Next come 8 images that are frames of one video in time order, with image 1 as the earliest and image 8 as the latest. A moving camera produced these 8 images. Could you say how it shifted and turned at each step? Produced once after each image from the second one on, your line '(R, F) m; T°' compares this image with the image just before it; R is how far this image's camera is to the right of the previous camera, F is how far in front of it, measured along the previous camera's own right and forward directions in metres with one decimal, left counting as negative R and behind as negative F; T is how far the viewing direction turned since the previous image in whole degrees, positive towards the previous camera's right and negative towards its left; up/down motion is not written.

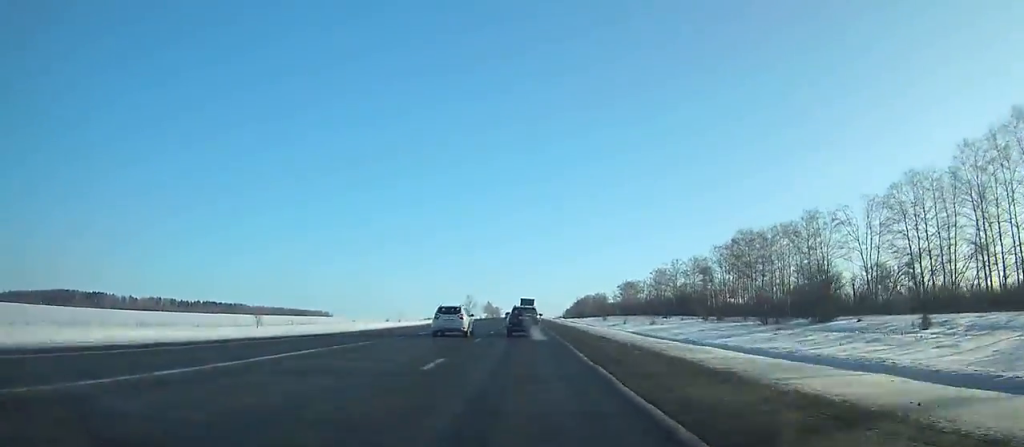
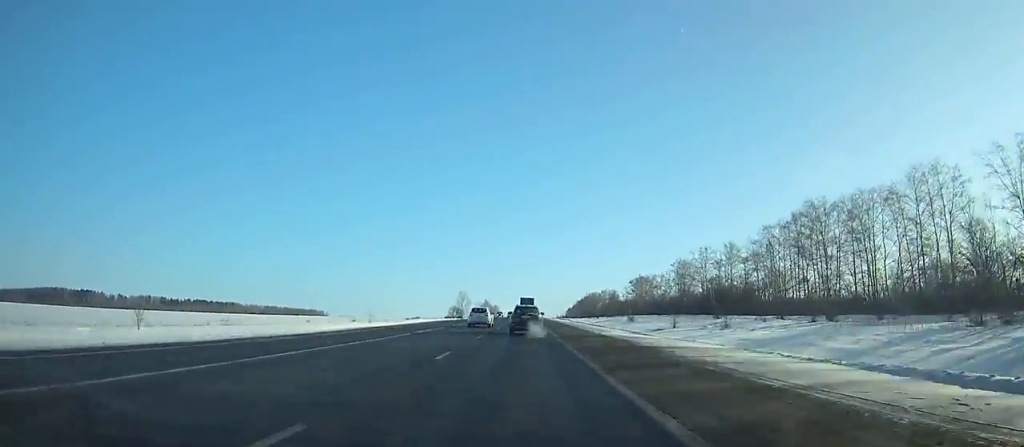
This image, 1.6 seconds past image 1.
(+0.1, +33.2) m; 0°
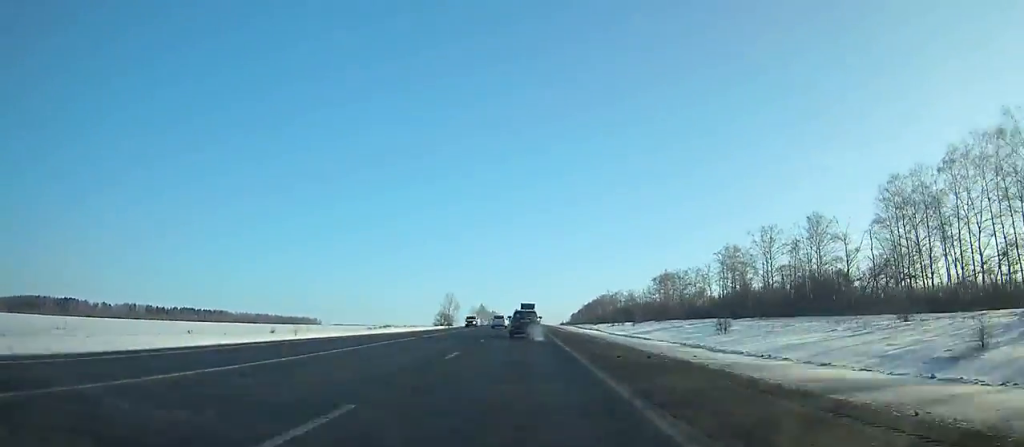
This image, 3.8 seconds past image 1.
(-0.1, +45.9) m; 0°
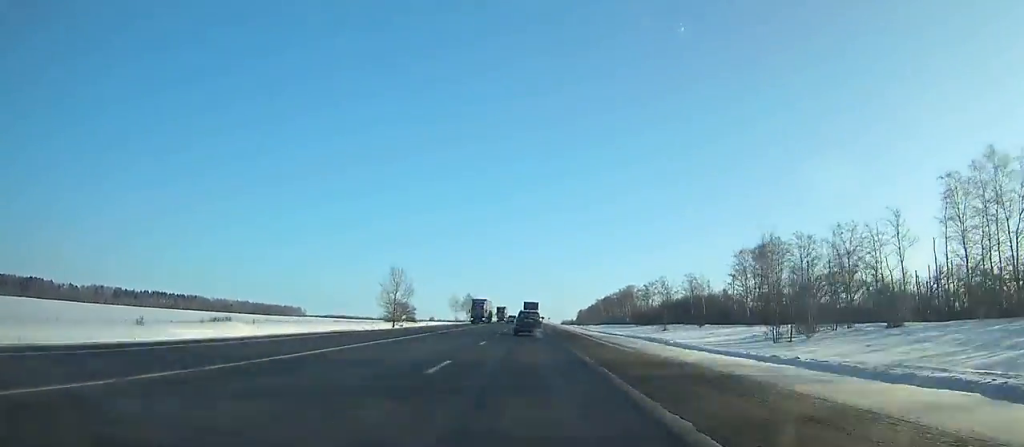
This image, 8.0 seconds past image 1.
(-0.3, +88.4) m; 0°
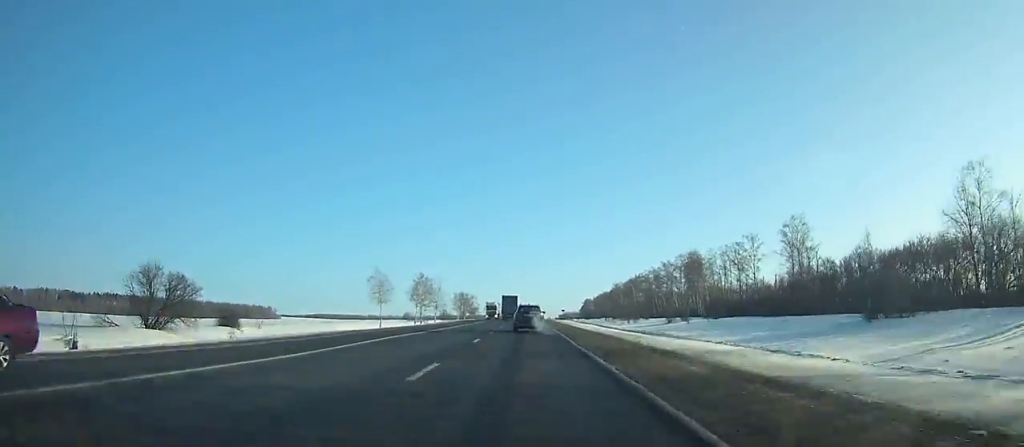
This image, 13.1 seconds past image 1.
(+0.4, +108.7) m; 0°
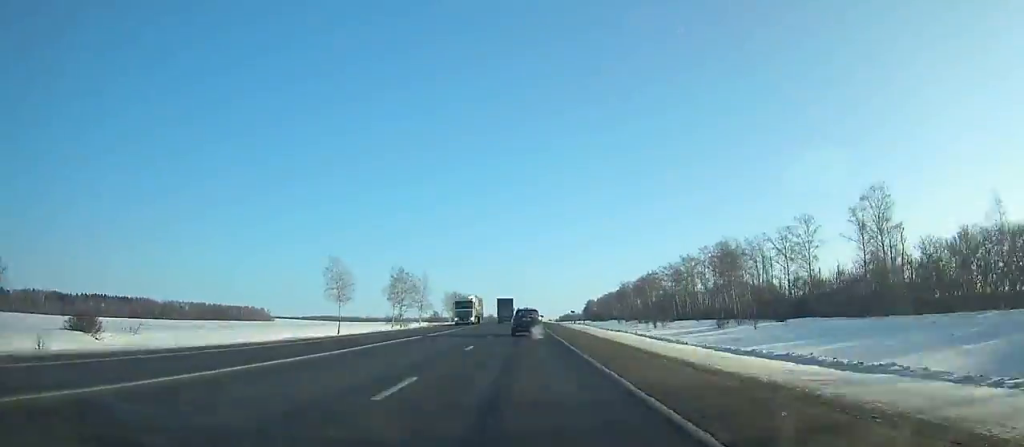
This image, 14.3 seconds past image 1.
(0.0, +25.8) m; 0°
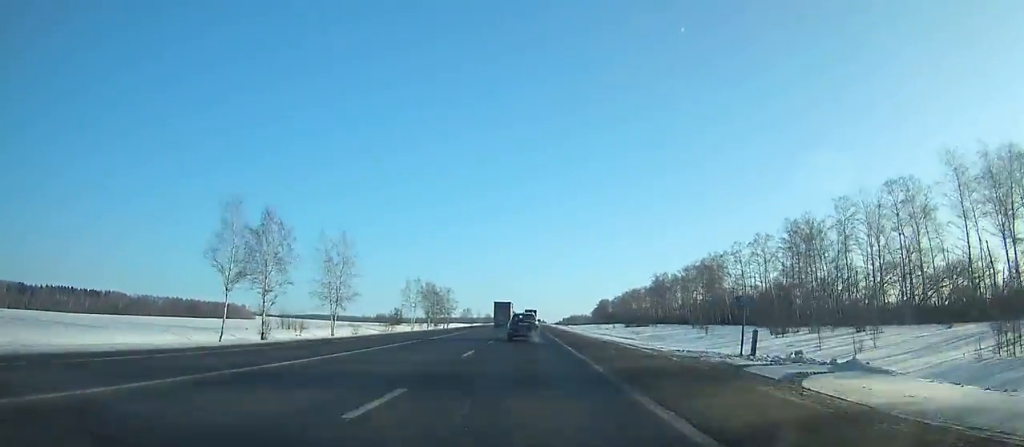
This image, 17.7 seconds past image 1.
(0.0, +73.7) m; 0°
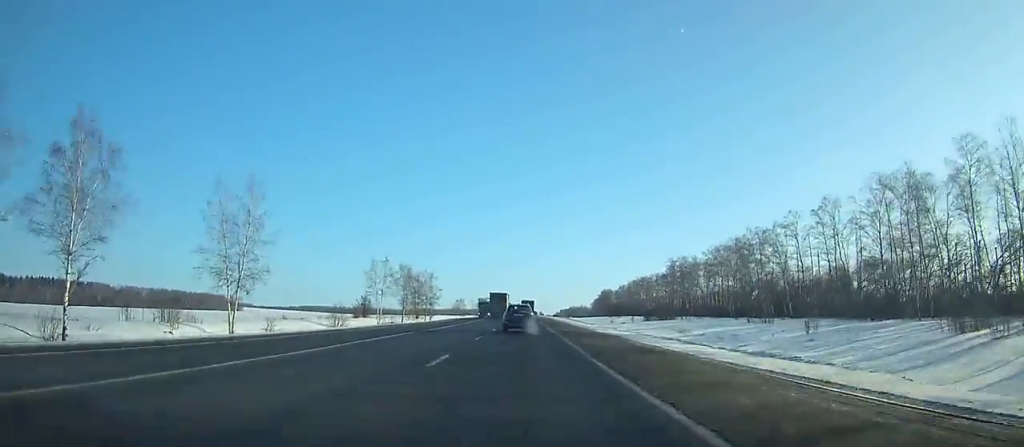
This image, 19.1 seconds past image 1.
(0.0, +30.8) m; 0°
